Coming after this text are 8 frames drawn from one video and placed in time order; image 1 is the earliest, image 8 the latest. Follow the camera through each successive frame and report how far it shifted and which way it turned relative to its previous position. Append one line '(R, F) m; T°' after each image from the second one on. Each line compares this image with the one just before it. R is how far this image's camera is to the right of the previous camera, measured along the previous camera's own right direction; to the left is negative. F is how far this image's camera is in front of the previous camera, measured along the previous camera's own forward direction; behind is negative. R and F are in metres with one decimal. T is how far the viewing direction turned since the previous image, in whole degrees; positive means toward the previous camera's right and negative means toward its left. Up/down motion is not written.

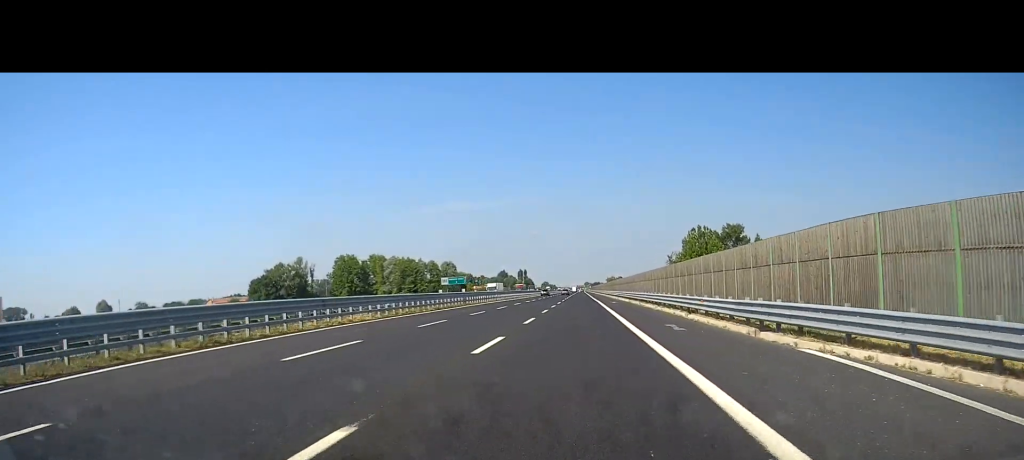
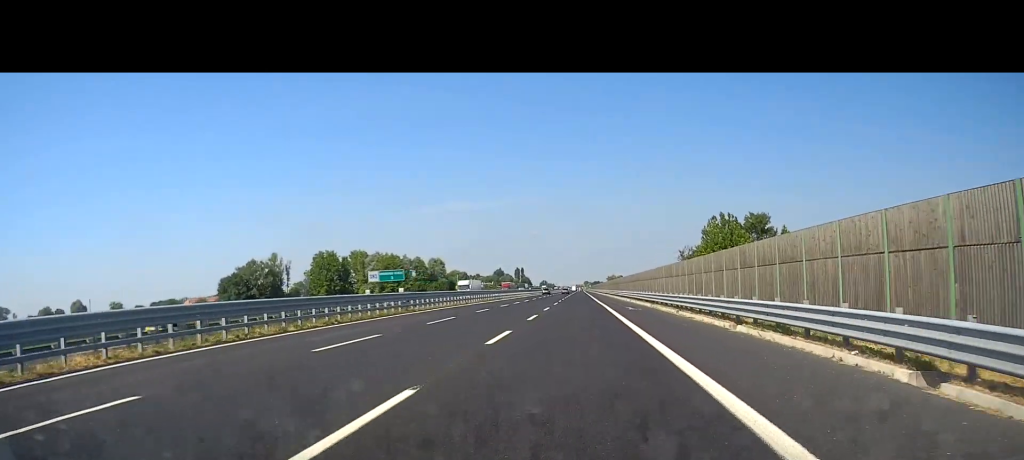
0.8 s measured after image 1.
(-0.1, +20.8) m; 0°
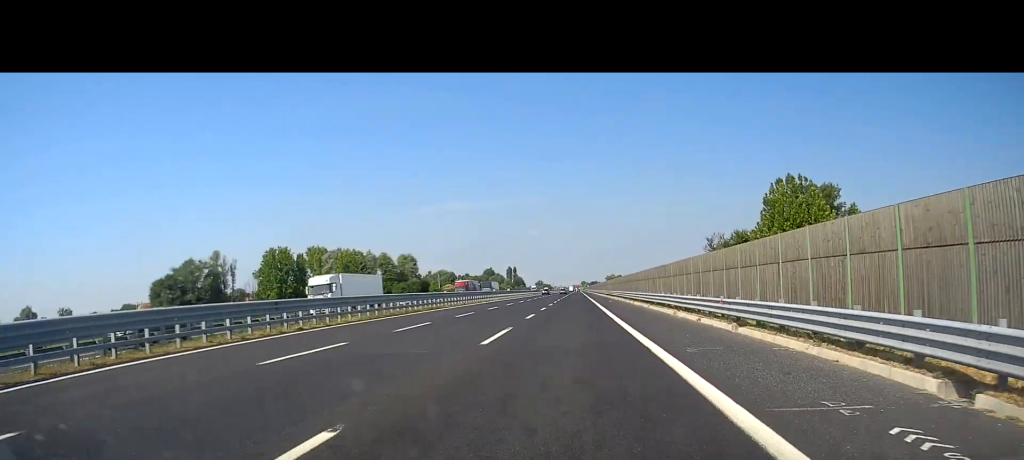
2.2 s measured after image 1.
(+0.1, +36.6) m; 0°
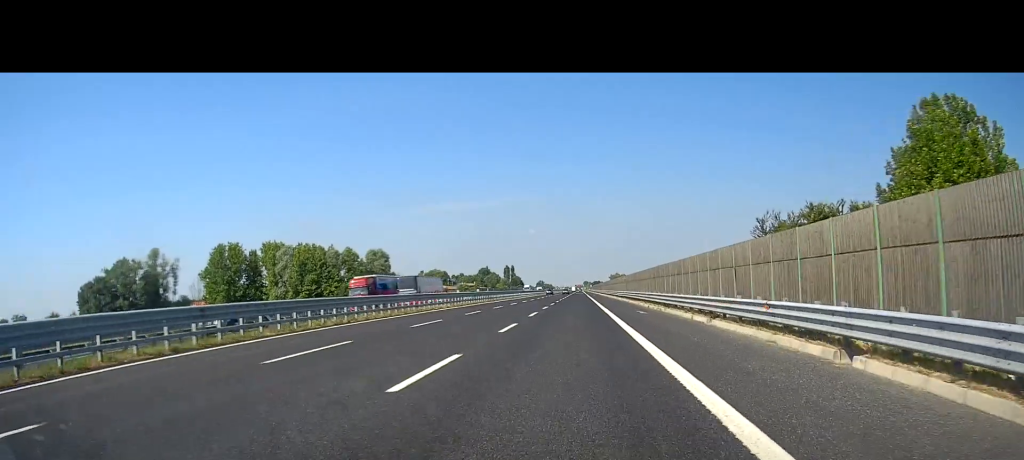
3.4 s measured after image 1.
(-0.3, +32.4) m; 0°
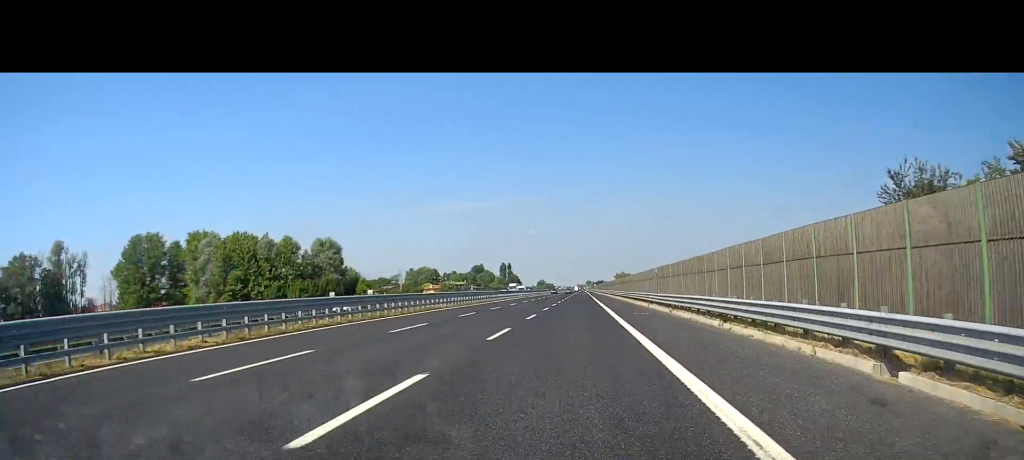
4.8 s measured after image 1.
(+0.2, +37.0) m; 0°
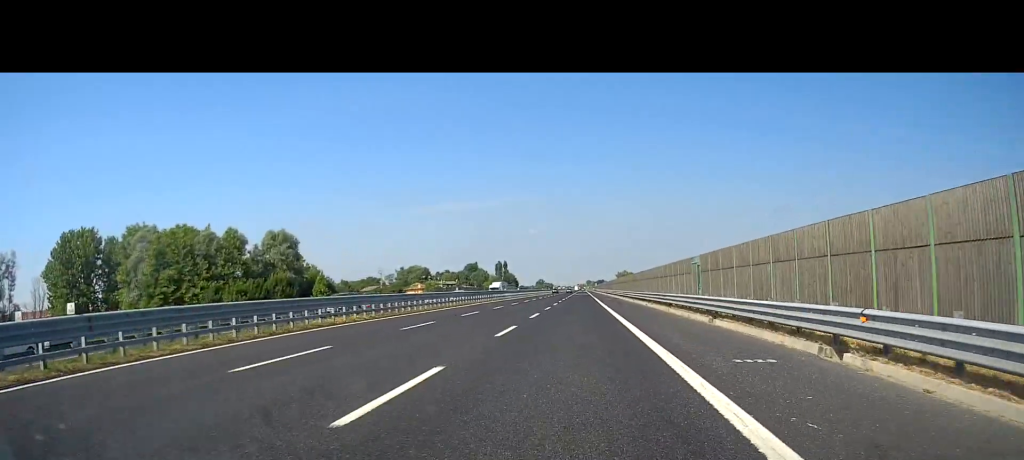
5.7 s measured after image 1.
(-0.3, +22.1) m; -1°
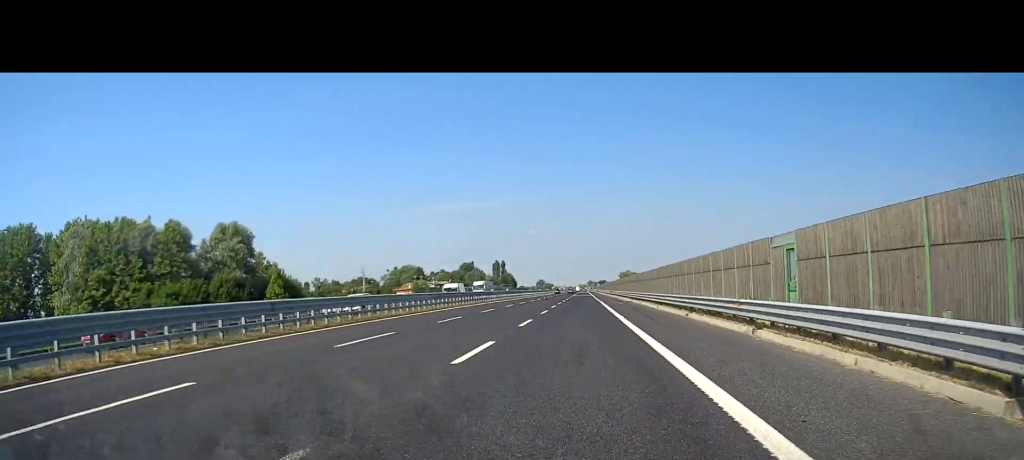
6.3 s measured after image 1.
(-0.2, +17.8) m; 0°
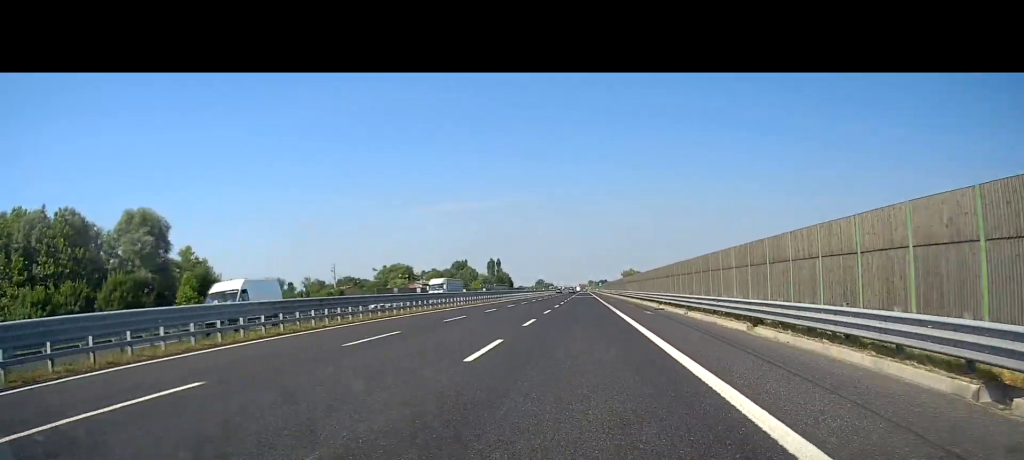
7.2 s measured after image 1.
(+0.2, +23.1) m; +1°
